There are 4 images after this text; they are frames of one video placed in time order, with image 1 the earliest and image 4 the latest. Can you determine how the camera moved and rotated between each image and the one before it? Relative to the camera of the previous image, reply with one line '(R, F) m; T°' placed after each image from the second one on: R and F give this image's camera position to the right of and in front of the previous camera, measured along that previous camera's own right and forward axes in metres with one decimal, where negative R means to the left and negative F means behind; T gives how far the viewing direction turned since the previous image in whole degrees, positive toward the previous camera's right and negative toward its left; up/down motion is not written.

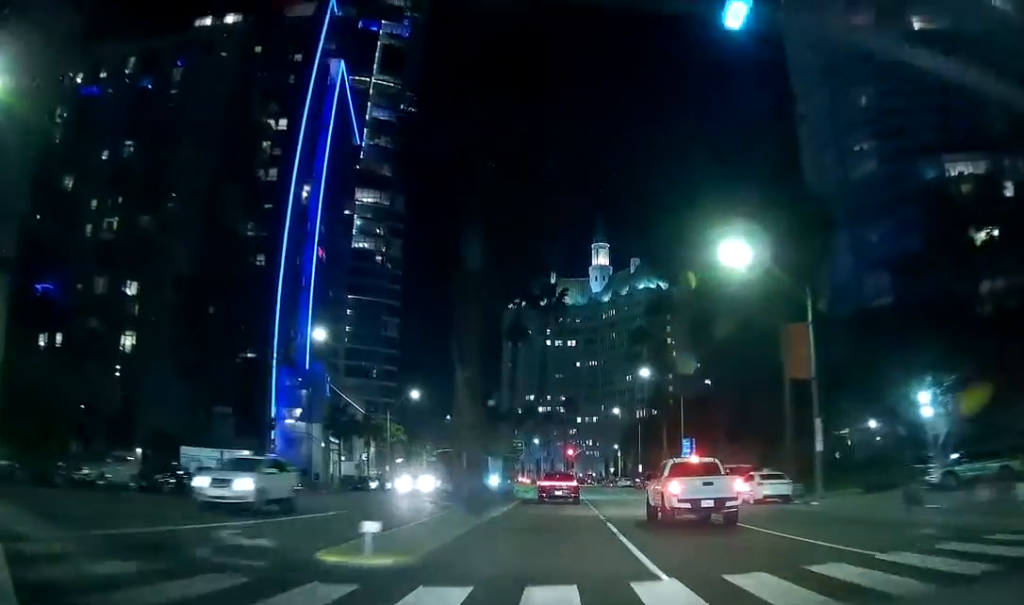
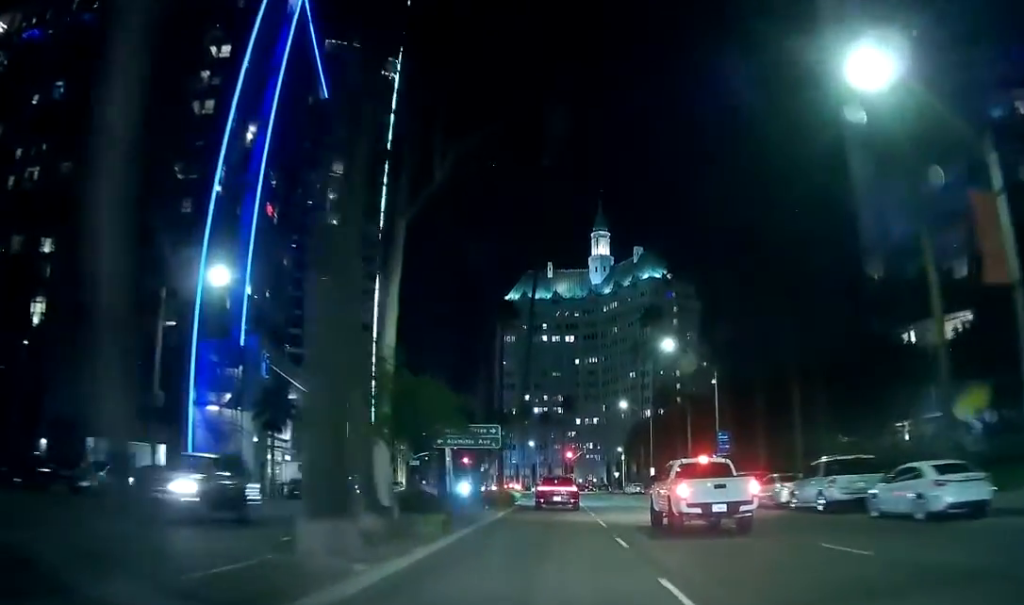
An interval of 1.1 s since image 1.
(-0.5, +16.2) m; +1°
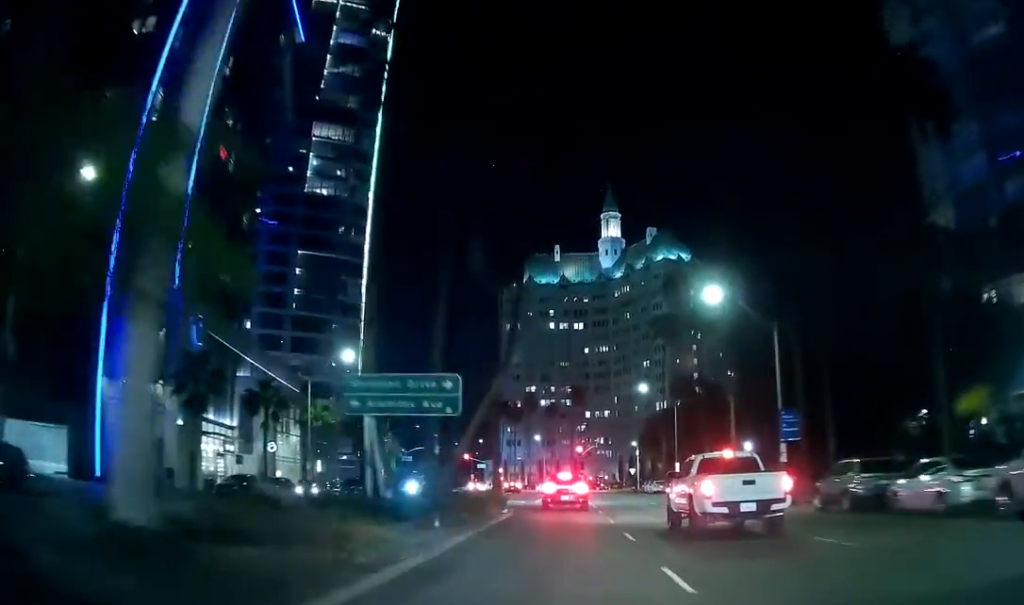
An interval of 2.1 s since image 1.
(+0.7, +13.6) m; +4°
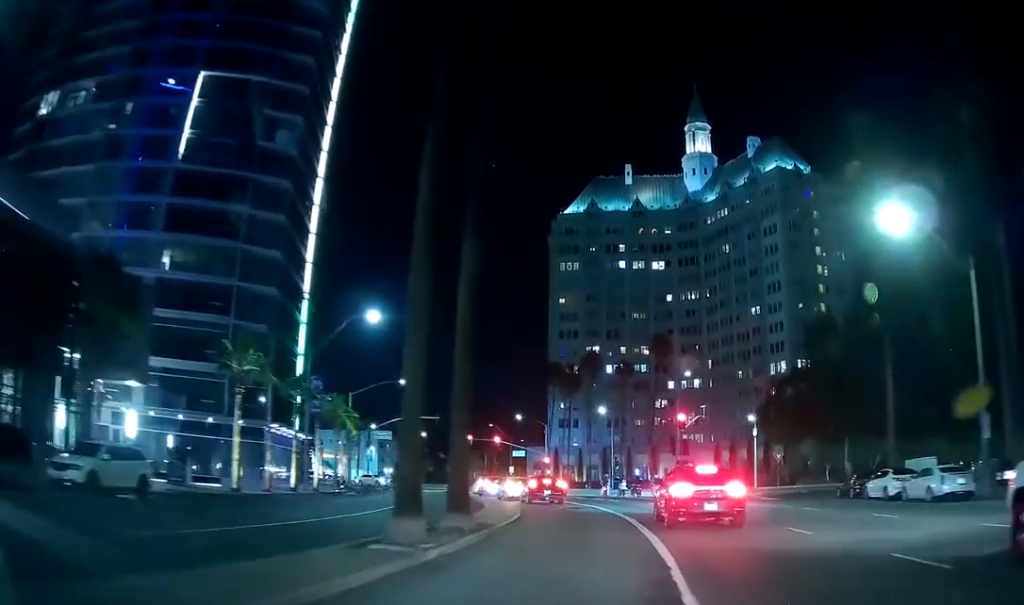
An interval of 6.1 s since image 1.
(-1.4, +50.7) m; -5°
